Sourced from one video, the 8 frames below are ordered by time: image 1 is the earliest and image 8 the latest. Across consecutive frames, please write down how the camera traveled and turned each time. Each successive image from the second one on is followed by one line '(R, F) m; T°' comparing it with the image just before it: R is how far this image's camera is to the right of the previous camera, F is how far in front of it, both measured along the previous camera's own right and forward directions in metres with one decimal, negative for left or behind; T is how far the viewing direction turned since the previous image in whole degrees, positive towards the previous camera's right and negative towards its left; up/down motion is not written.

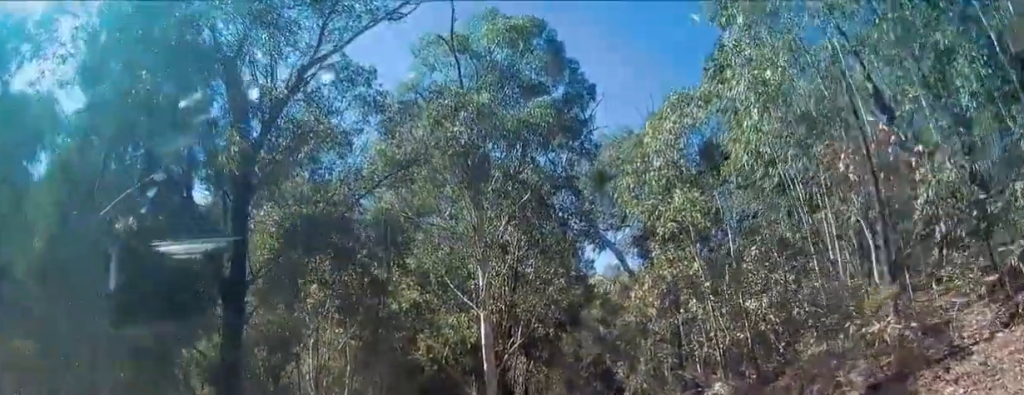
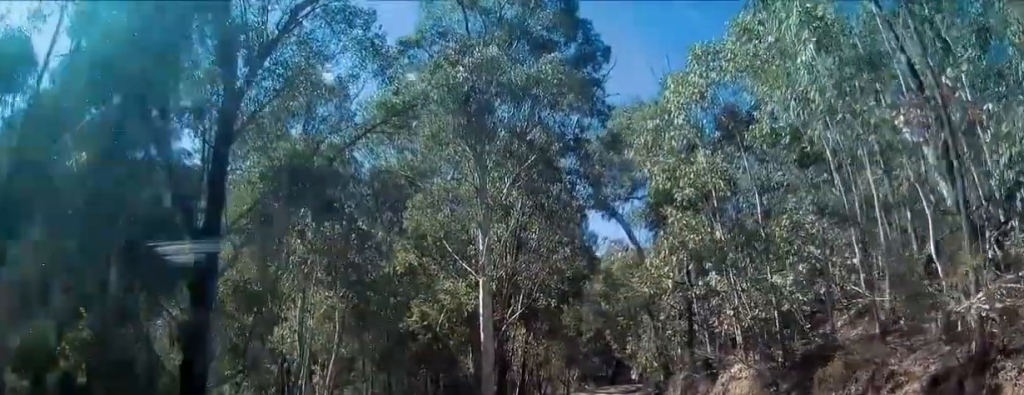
(0.0, +1.2) m; -2°
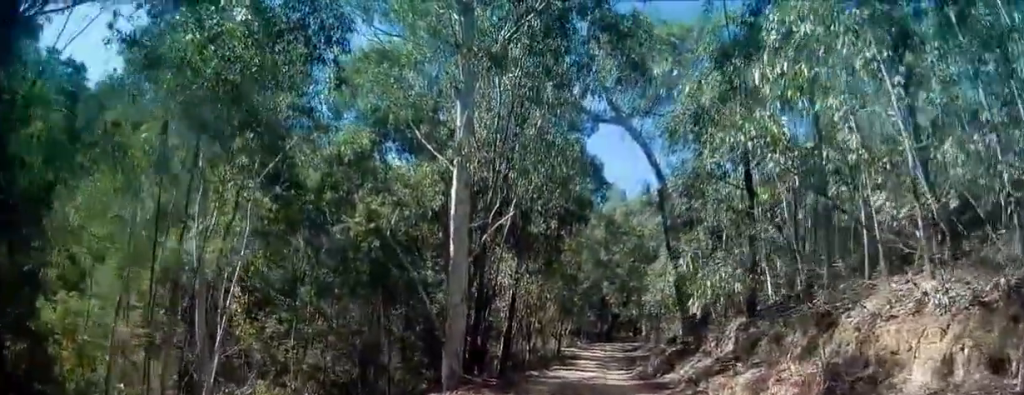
(-0.3, +4.9) m; -4°
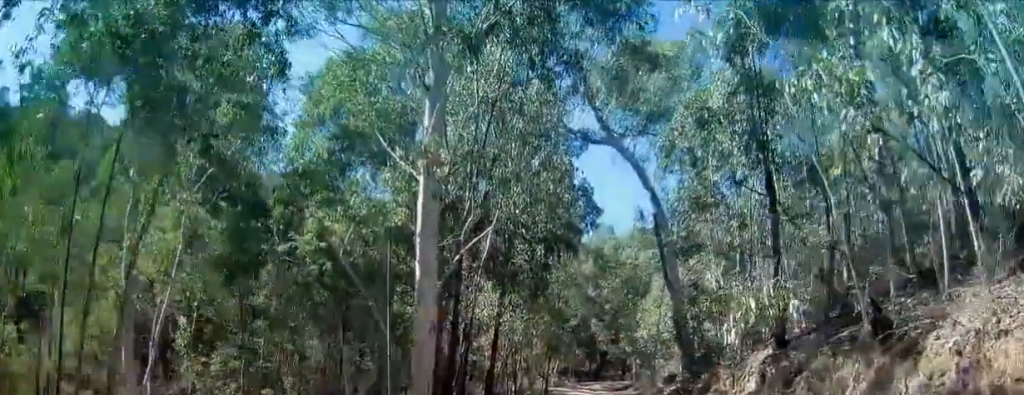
(0.0, +1.7) m; 0°
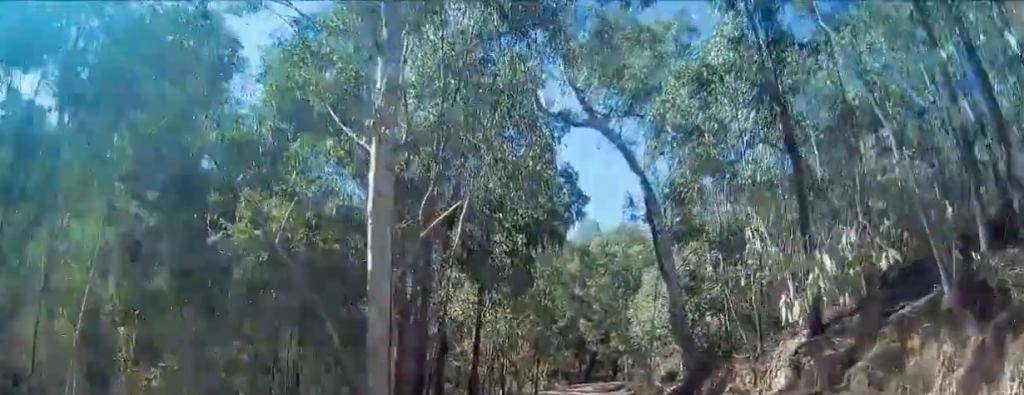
(-0.1, +1.4) m; 0°
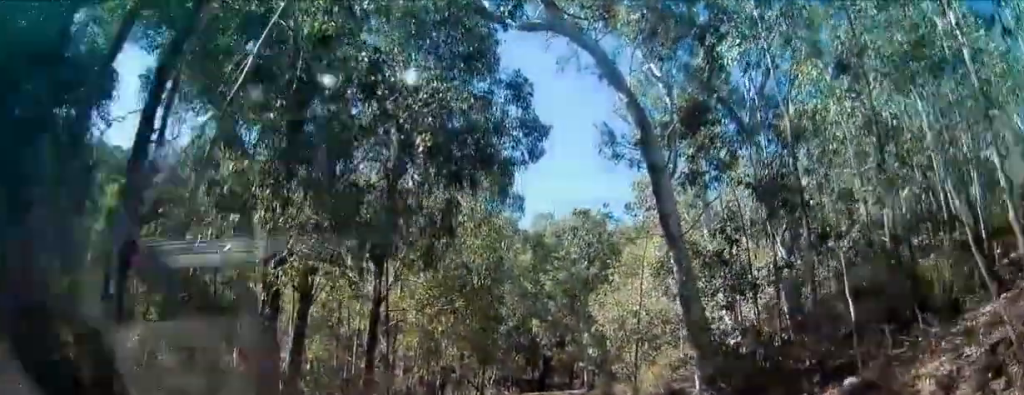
(+0.8, +6.5) m; +10°
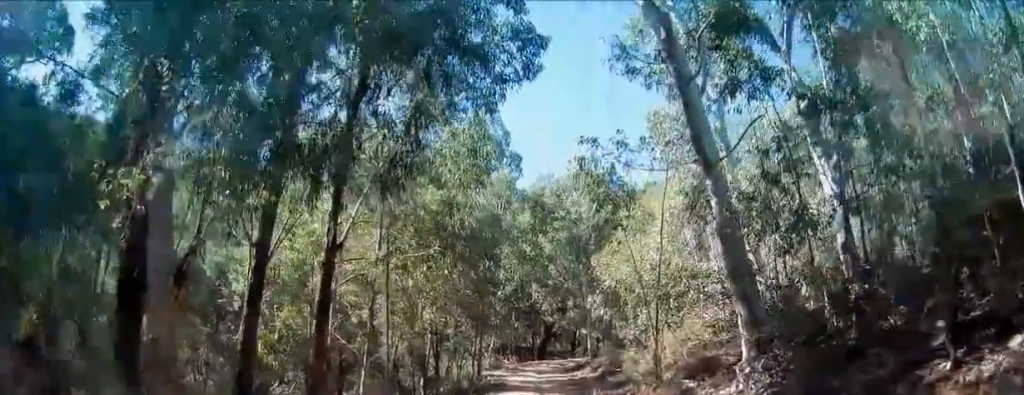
(0.0, +2.8) m; -2°
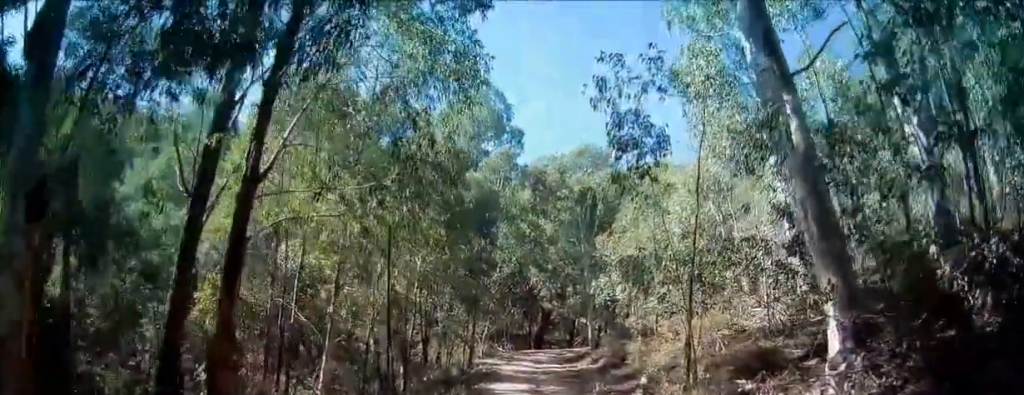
(-0.1, +3.0) m; -2°
